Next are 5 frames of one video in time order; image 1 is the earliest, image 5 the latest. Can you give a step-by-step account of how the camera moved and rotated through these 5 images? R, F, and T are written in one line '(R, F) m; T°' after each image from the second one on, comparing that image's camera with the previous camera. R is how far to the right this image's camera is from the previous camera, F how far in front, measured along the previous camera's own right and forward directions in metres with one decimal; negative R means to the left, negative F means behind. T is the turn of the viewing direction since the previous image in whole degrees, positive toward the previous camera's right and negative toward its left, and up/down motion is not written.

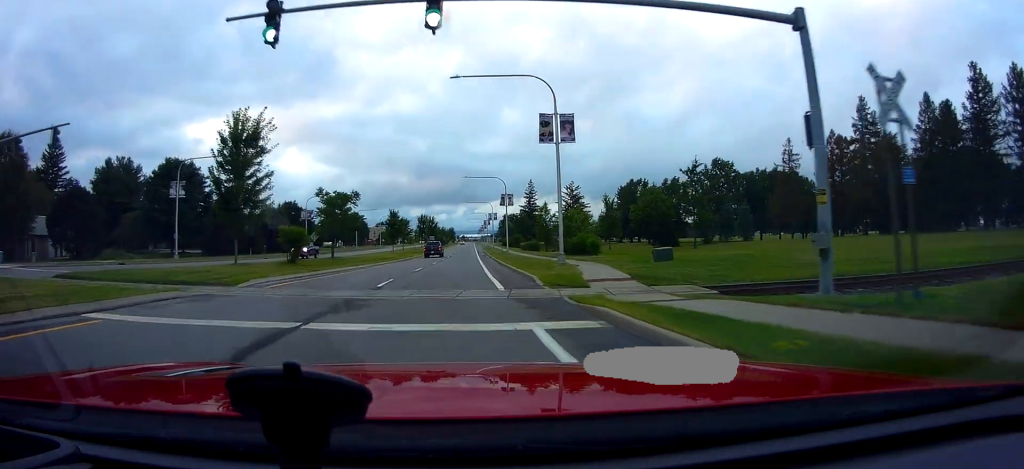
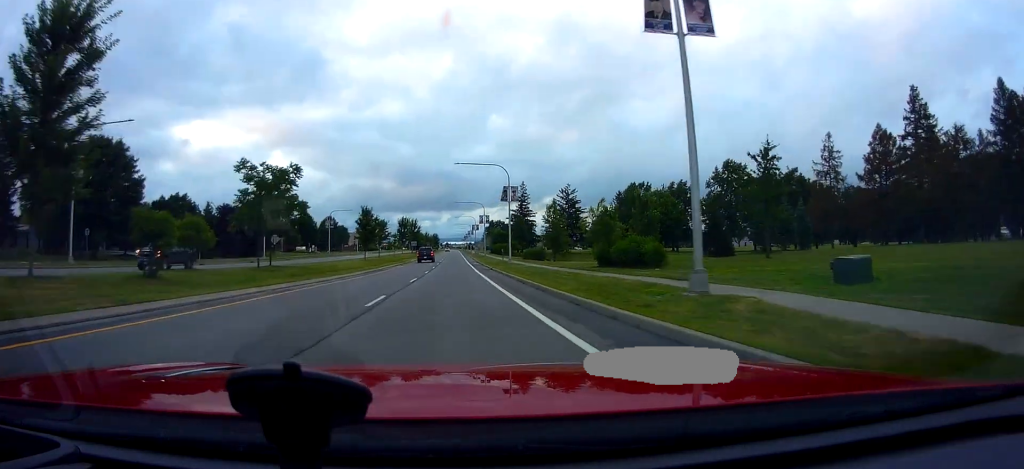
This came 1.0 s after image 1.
(+0.1, +15.9) m; +2°
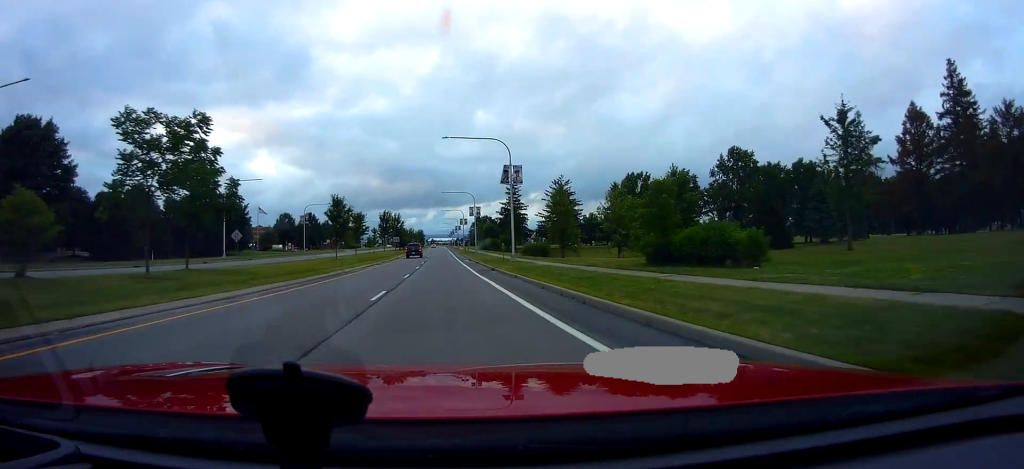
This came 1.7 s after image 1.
(+0.3, +10.9) m; +2°
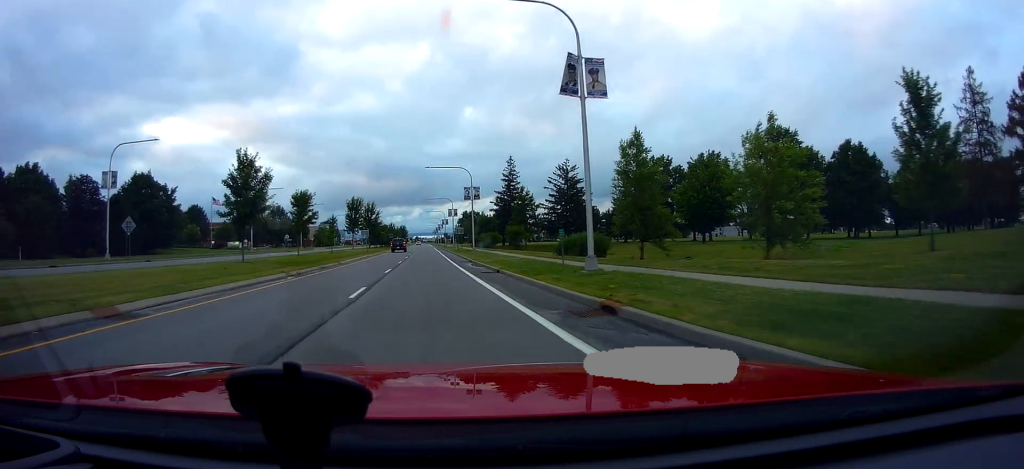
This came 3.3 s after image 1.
(+0.4, +24.1) m; +1°
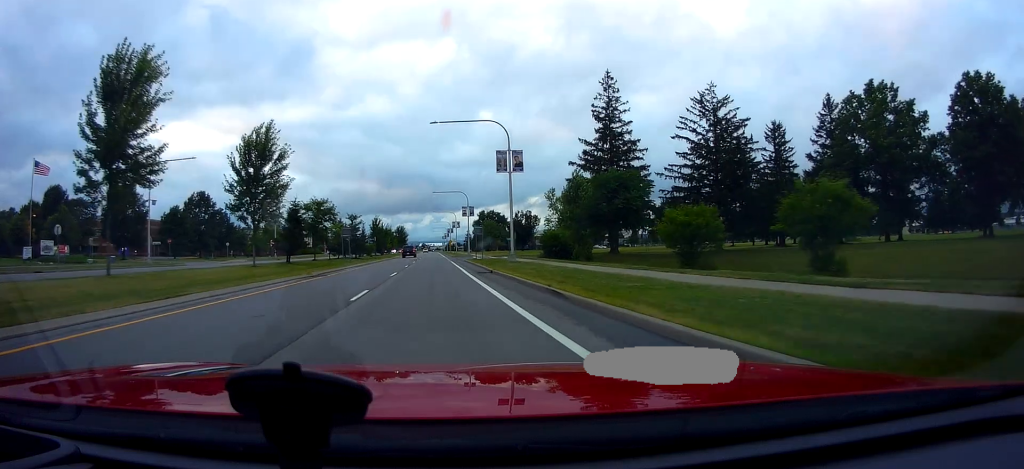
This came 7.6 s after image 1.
(-0.4, +74.1) m; -1°
